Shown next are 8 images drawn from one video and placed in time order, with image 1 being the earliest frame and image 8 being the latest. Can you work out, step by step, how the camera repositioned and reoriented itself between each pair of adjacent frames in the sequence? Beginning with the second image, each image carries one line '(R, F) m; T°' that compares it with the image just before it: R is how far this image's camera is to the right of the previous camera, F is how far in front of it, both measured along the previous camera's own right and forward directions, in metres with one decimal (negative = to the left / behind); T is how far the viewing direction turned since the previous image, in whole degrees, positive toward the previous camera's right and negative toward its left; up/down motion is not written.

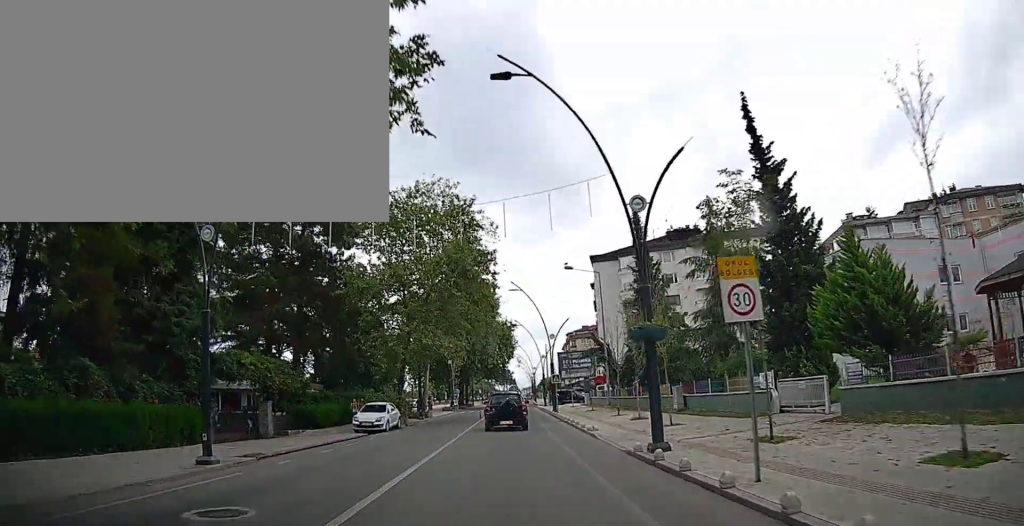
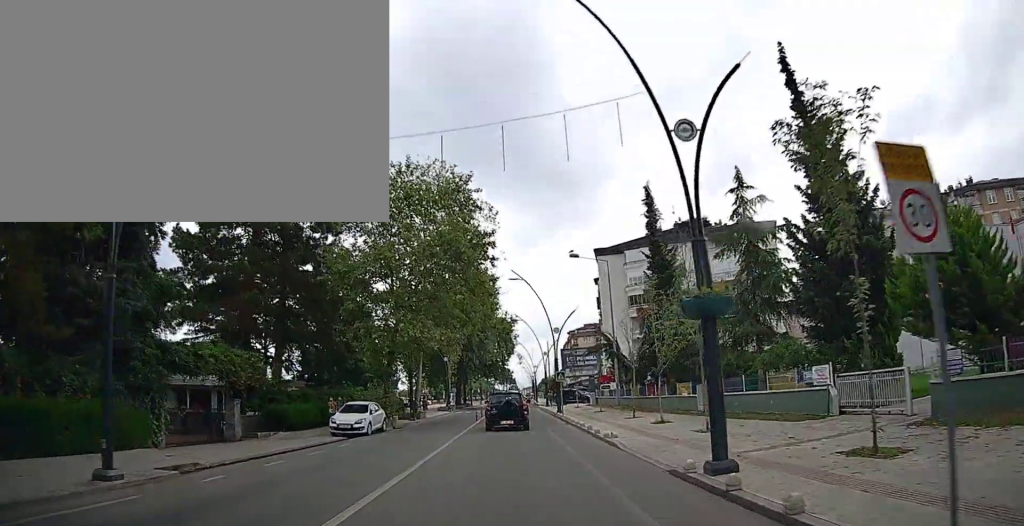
(+0.1, +3.6) m; +2°
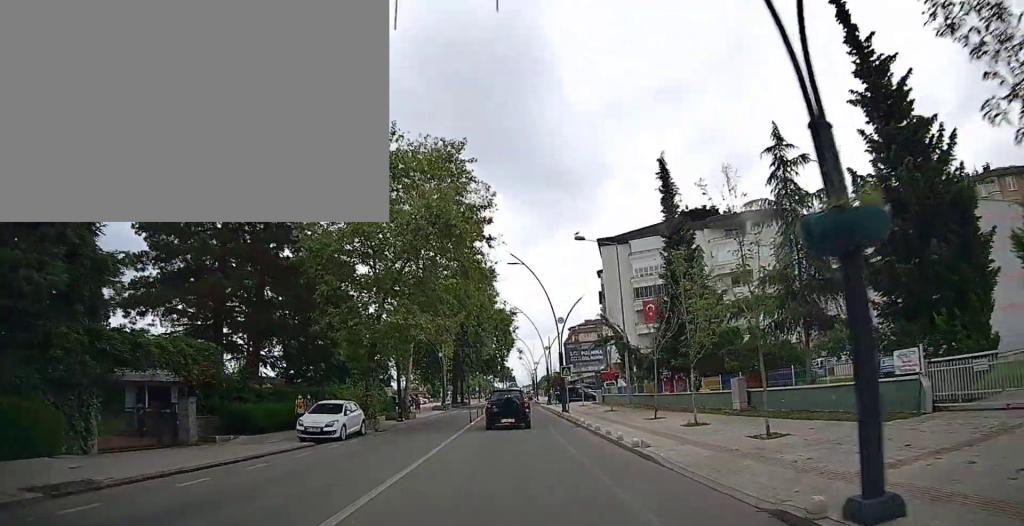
(0.0, +3.8) m; 0°
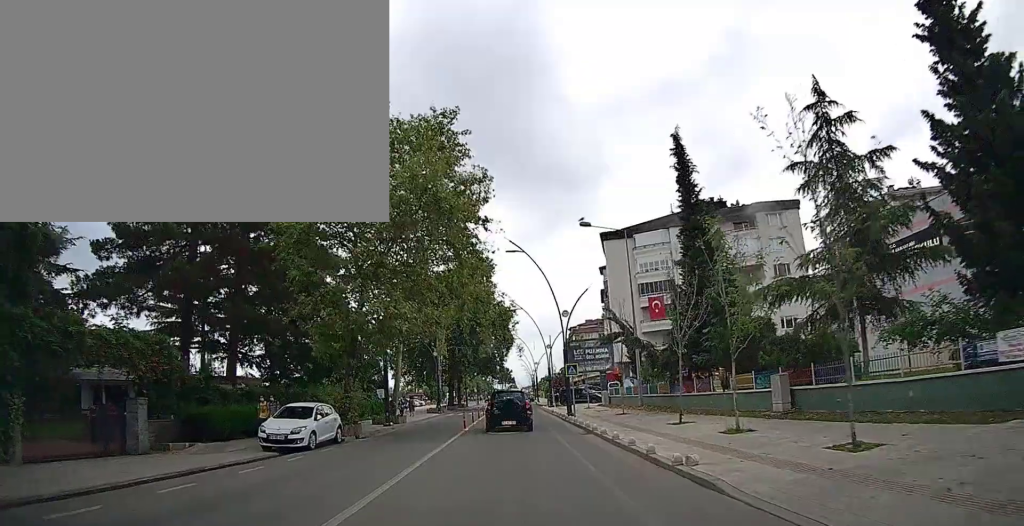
(0.0, +3.6) m; 0°
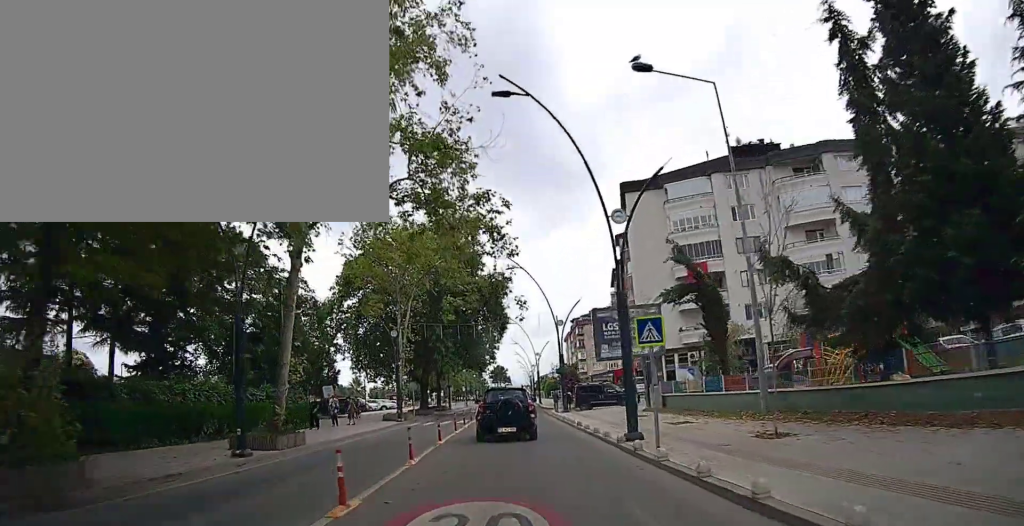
(-0.5, +17.1) m; -2°
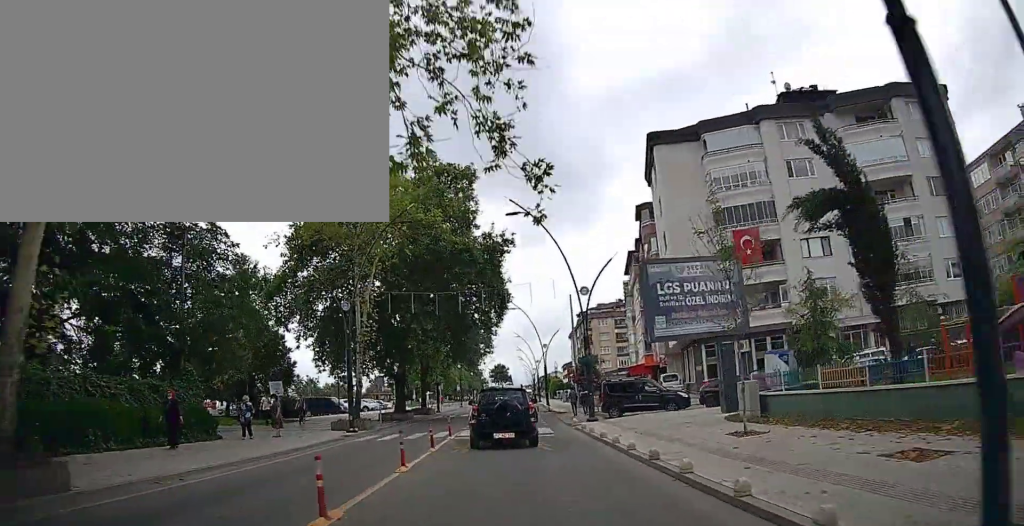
(+0.1, +11.3) m; -2°
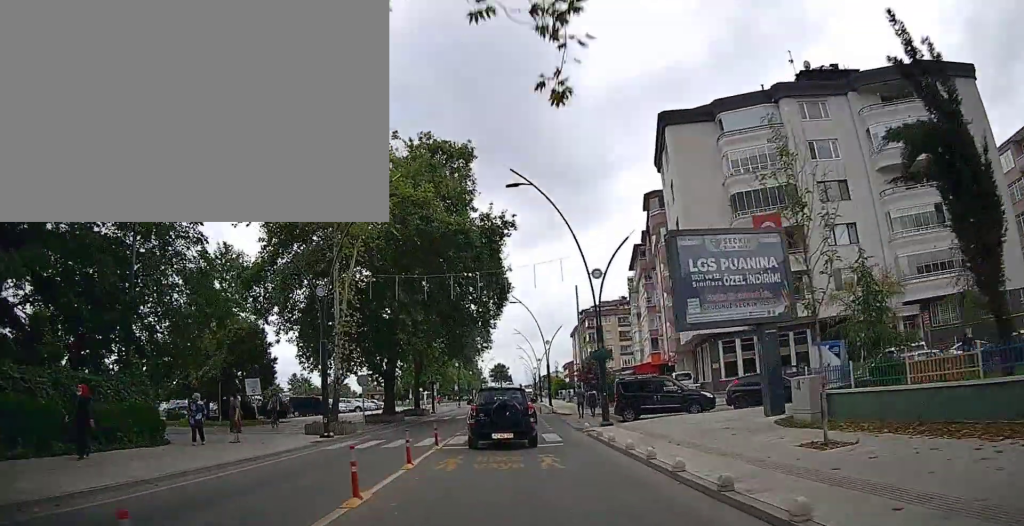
(0.0, +3.9) m; -2°
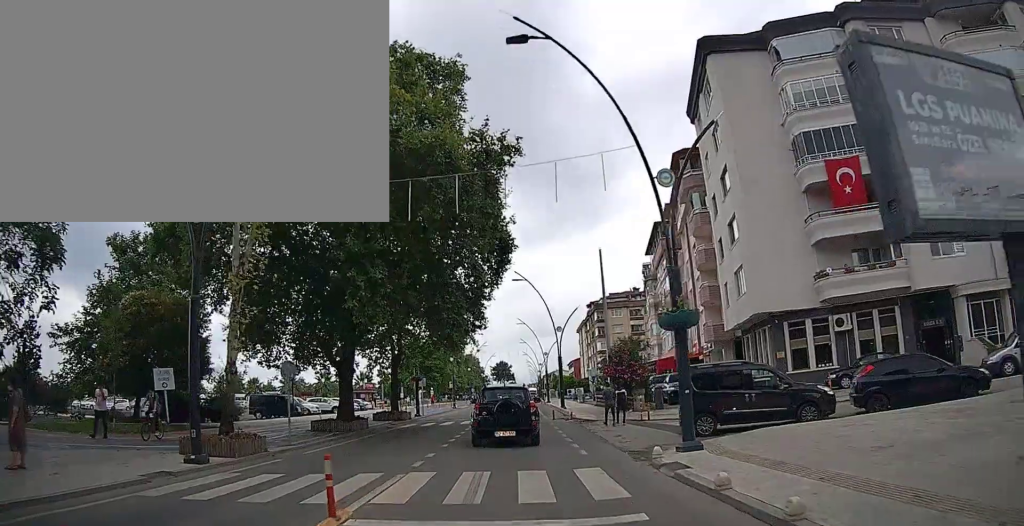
(-0.3, +9.4) m; +1°
